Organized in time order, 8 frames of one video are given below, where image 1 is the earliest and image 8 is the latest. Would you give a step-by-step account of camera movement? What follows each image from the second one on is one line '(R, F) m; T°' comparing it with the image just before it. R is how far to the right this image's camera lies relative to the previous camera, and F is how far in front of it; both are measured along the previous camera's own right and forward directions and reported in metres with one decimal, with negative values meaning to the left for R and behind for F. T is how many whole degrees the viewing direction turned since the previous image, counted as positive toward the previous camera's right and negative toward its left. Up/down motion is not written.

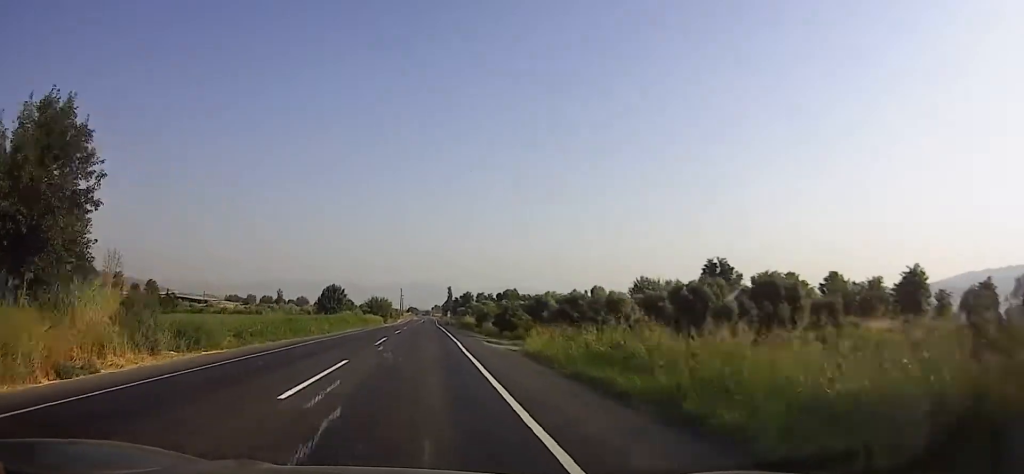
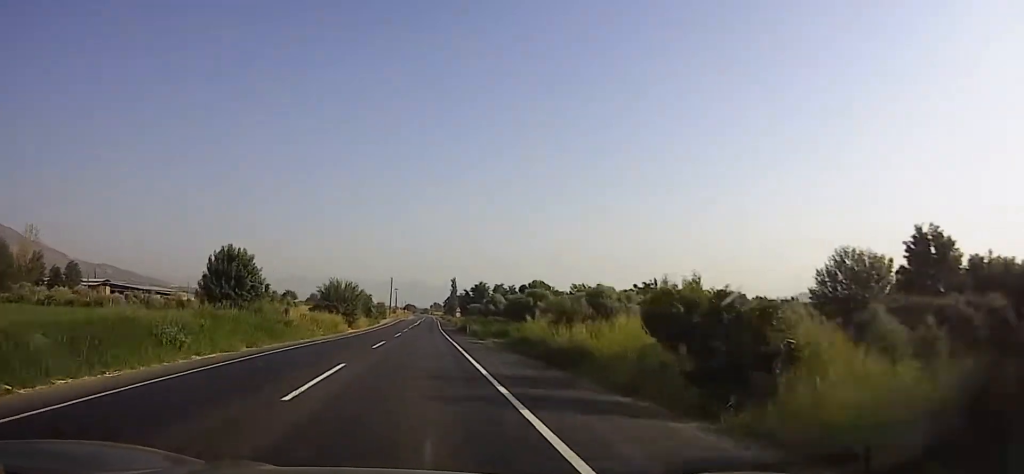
(-0.3, +45.2) m; +1°
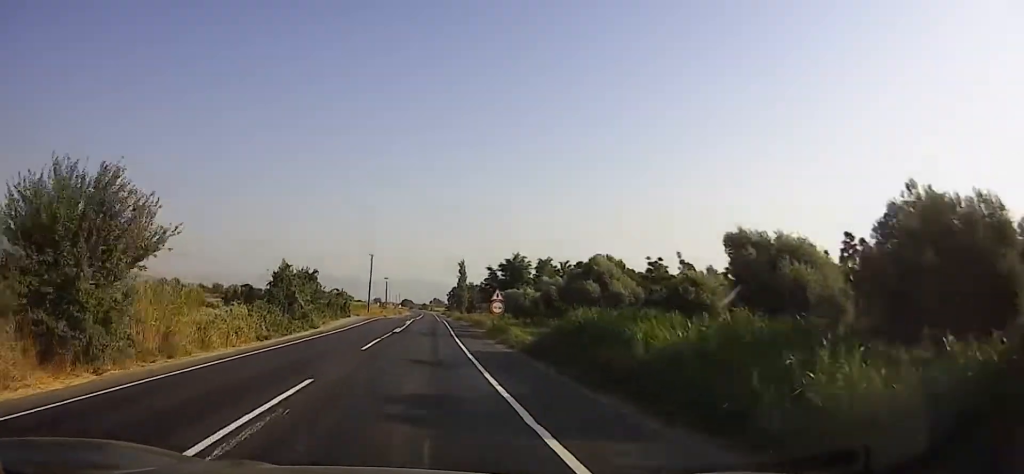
(+0.7, +49.3) m; 0°
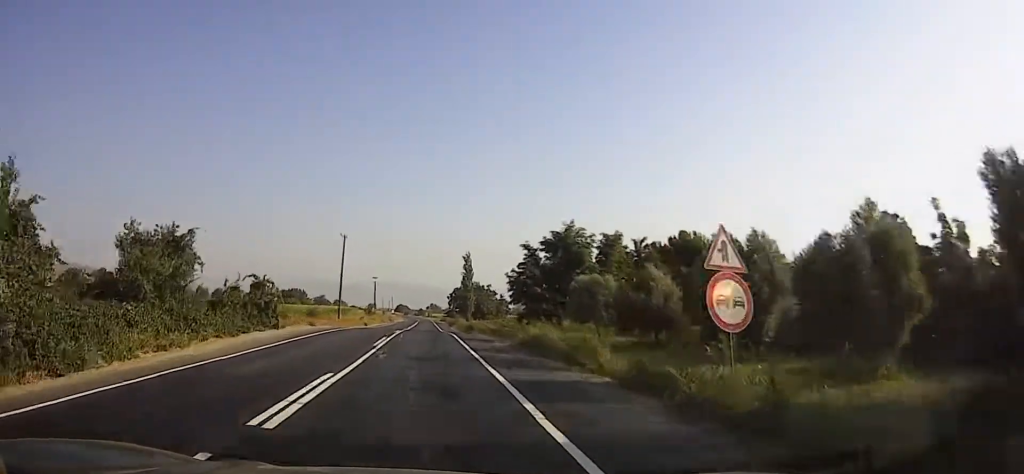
(-0.2, +29.4) m; -1°
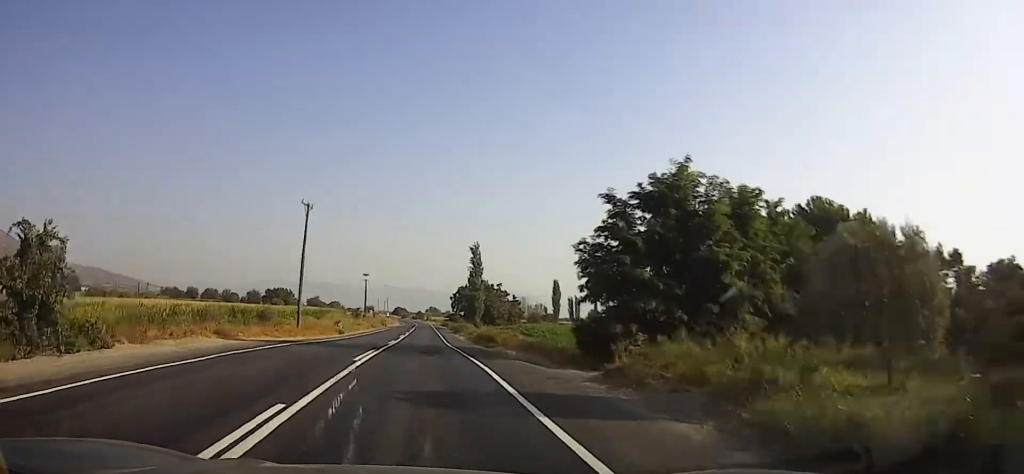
(-0.3, +21.9) m; 0°
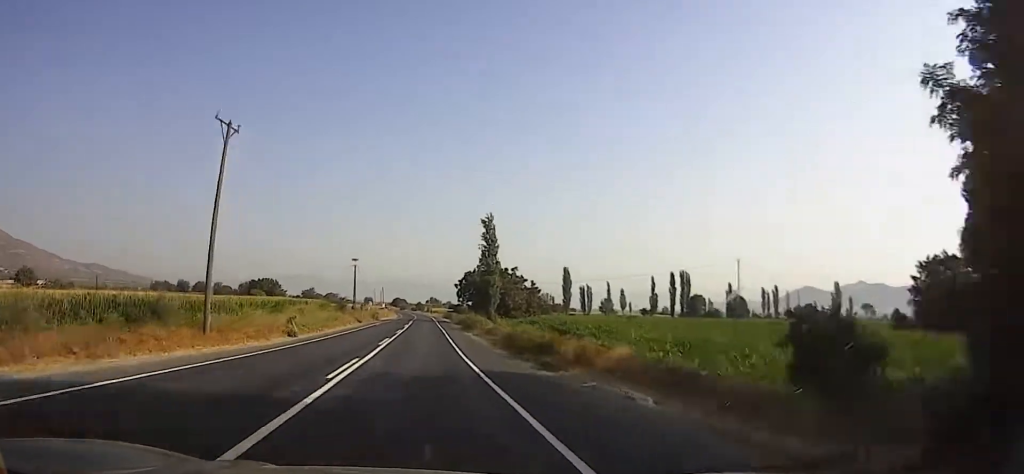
(0.0, +20.8) m; +1°
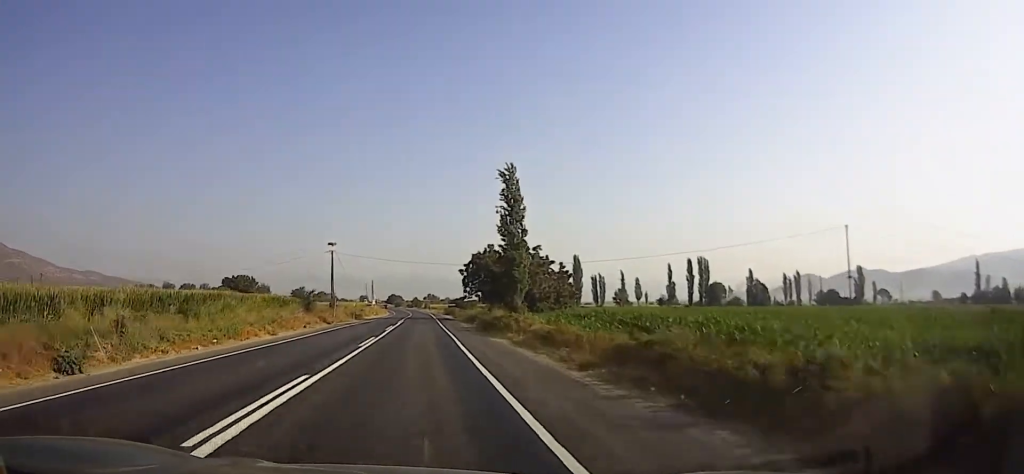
(+0.2, +24.6) m; 0°
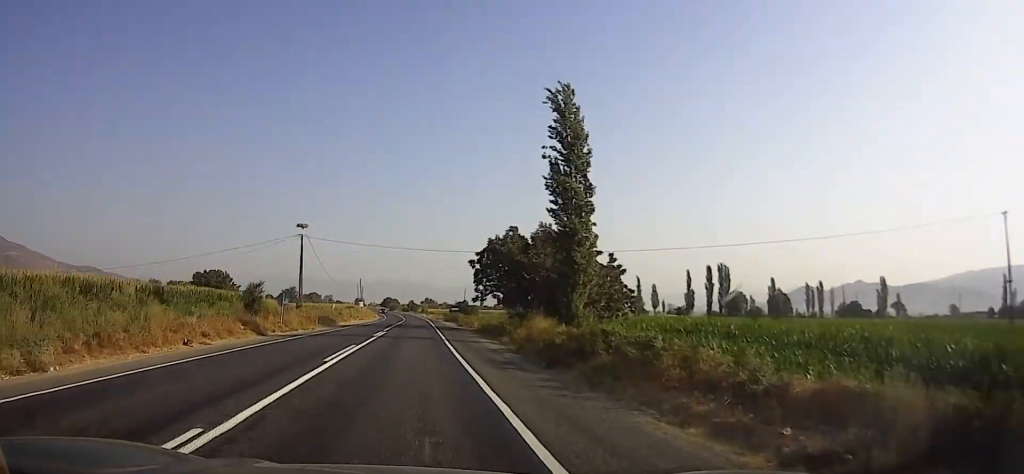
(+0.3, +23.0) m; -1°
